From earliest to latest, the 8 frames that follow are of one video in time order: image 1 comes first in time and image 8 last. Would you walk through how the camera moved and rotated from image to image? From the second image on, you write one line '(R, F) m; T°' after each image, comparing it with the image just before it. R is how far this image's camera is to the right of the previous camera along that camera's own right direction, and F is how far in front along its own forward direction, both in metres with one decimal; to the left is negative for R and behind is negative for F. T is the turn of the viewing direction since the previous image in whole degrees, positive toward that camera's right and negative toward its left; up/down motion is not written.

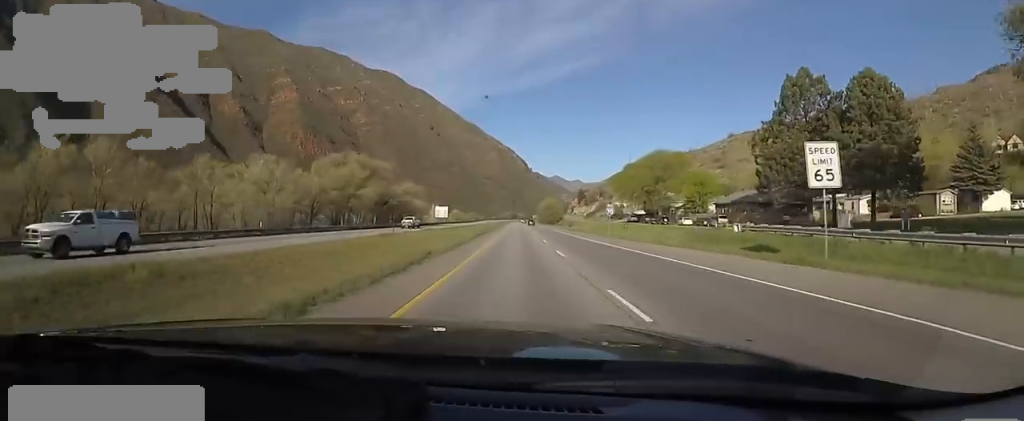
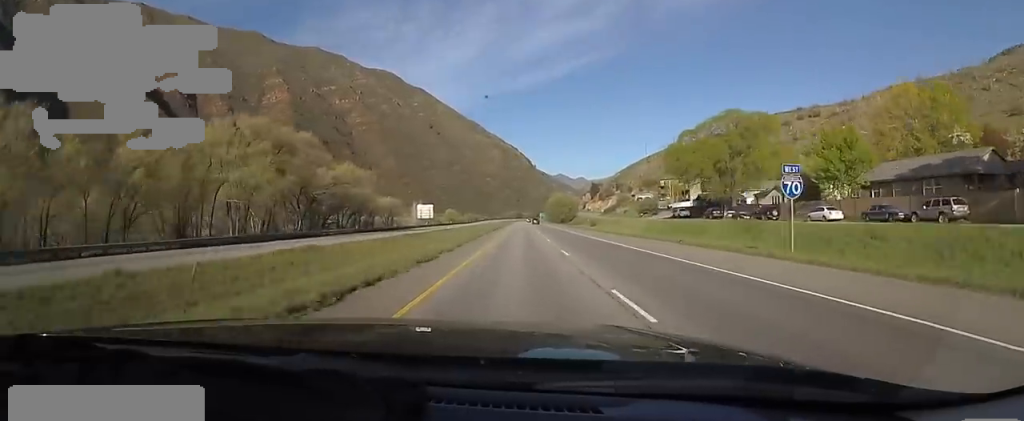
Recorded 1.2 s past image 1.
(+0.1, +36.5) m; 0°
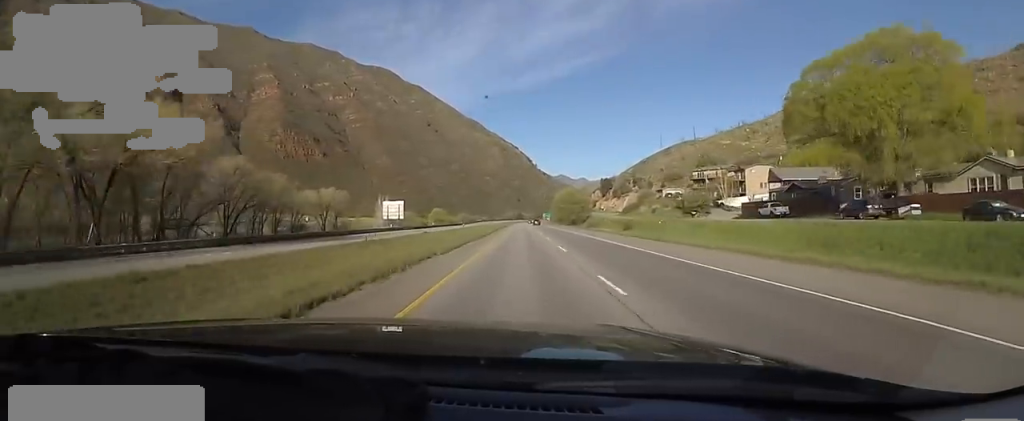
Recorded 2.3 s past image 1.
(-0.2, +34.3) m; 0°
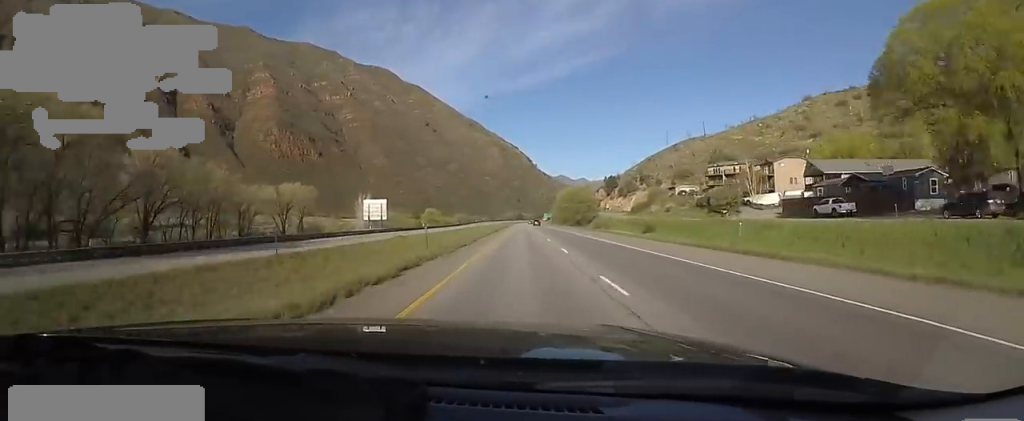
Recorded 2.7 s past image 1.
(0.0, +12.5) m; 0°
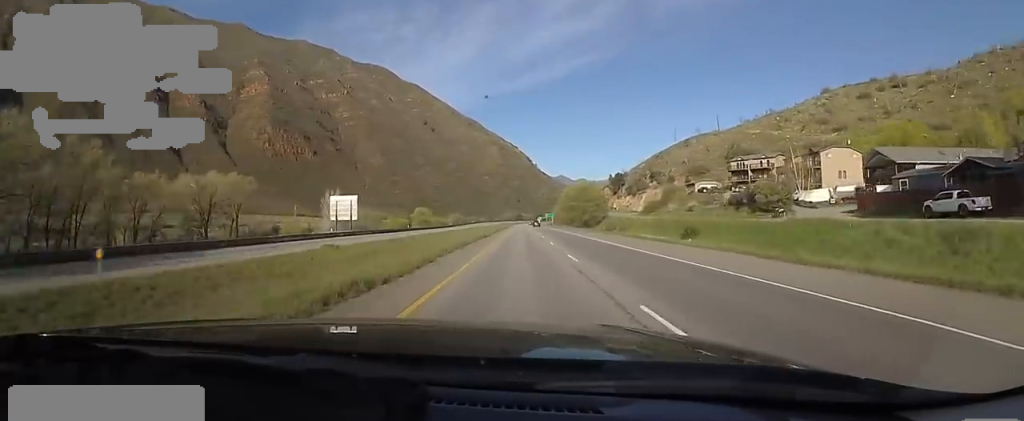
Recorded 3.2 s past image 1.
(+0.2, +15.6) m; 0°
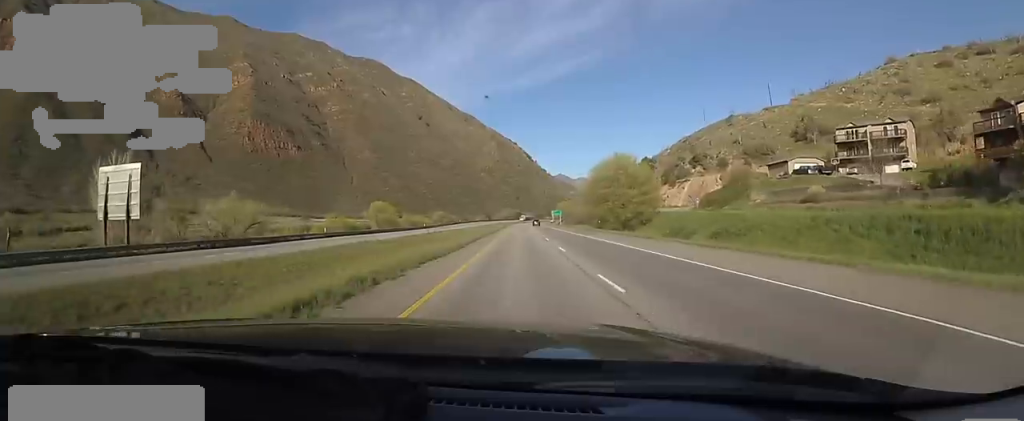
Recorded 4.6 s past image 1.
(-0.2, +43.5) m; 0°
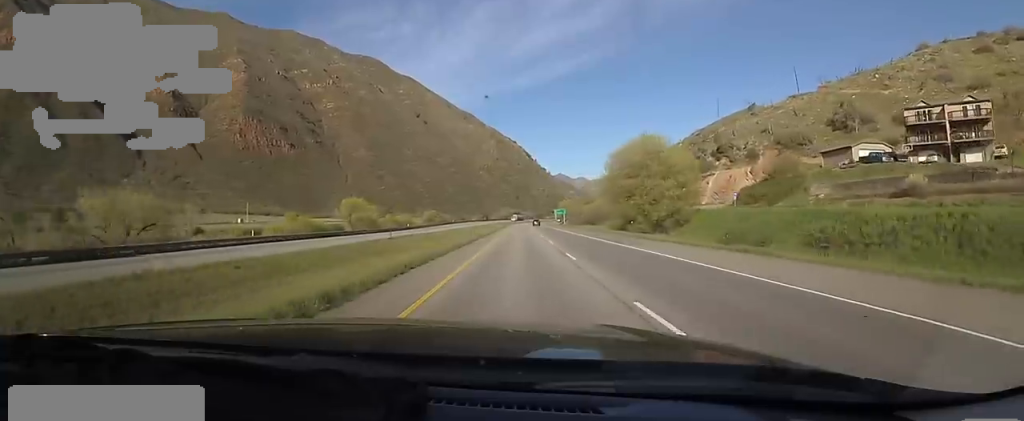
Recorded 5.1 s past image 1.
(+0.2, +16.5) m; 0°
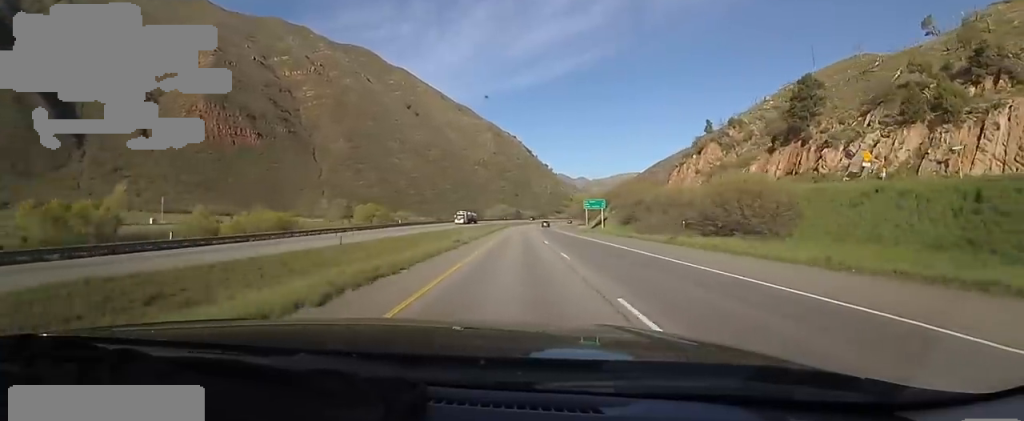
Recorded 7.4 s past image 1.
(-0.6, +71.9) m; 0°
